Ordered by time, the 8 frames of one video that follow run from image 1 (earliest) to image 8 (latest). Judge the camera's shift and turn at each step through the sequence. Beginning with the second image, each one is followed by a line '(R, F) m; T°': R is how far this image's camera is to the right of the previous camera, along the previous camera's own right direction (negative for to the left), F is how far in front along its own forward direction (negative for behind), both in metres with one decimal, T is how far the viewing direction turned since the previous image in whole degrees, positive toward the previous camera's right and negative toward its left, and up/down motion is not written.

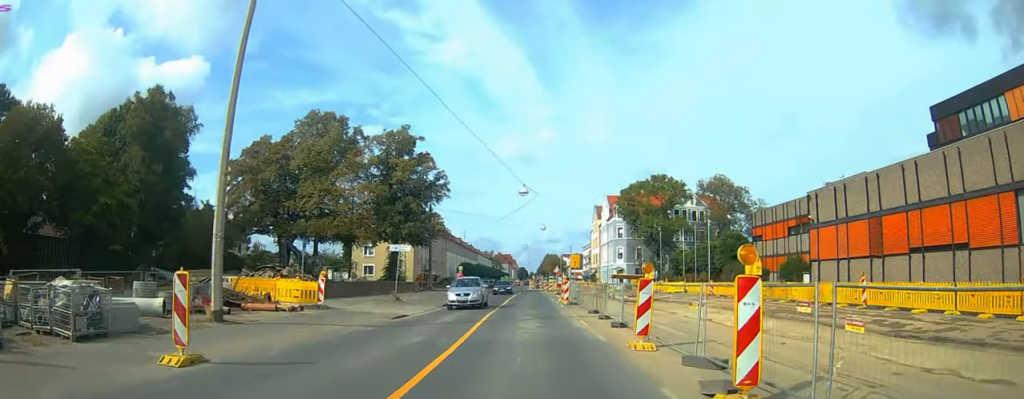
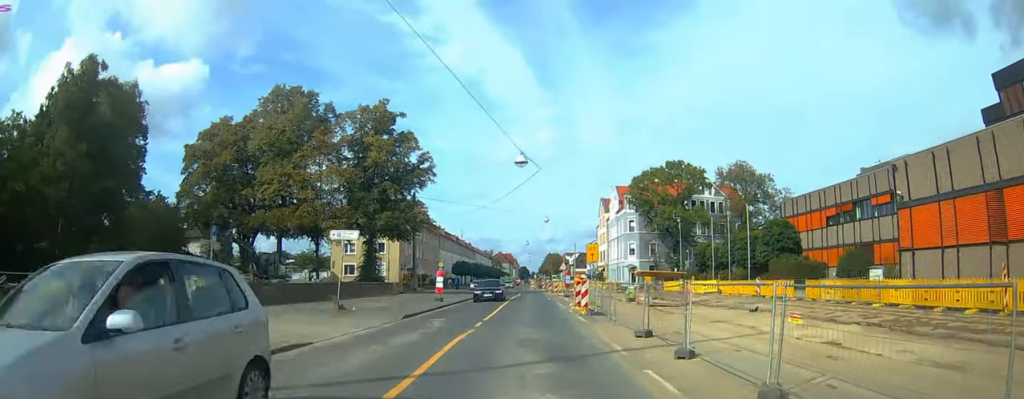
(0.0, +9.5) m; 0°
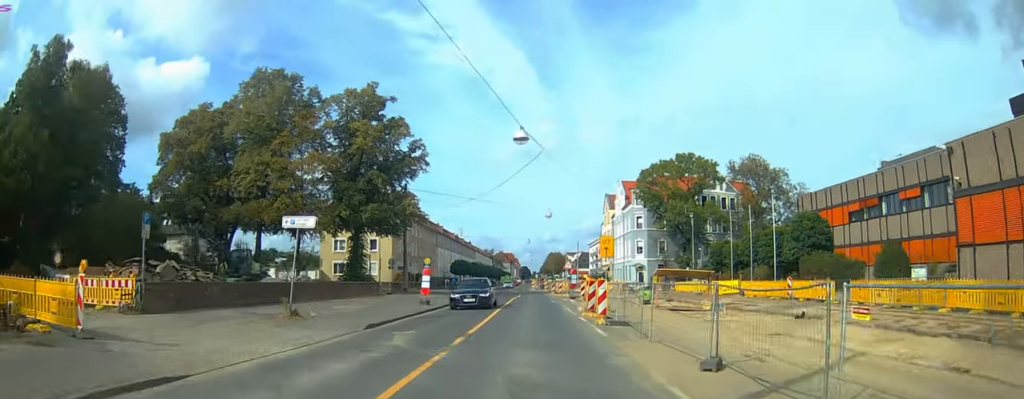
(0.0, +4.5) m; 0°
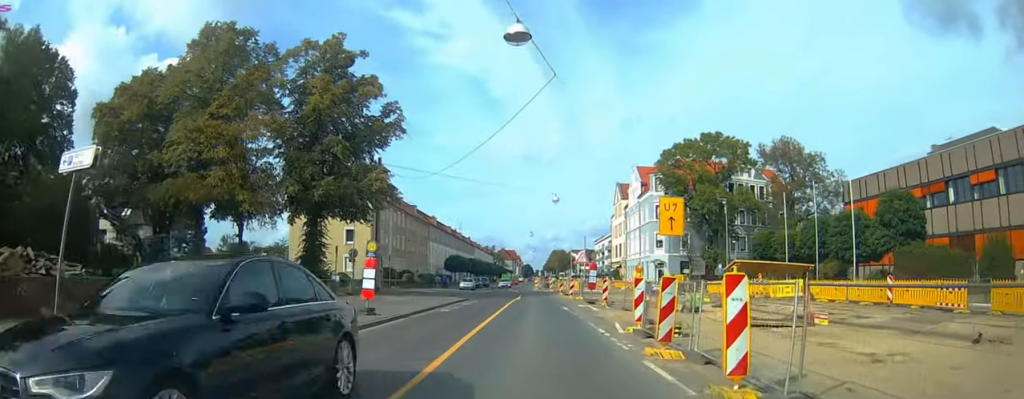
(0.0, +9.8) m; 0°
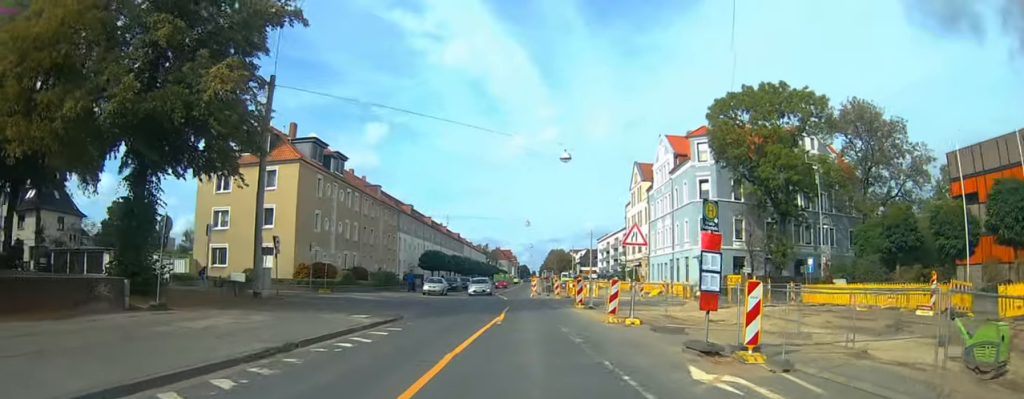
(0.0, +17.2) m; 0°
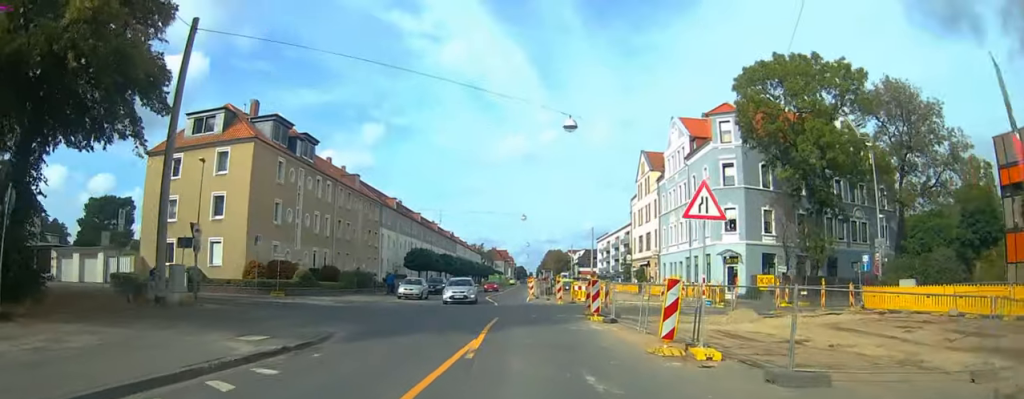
(0.0, +6.4) m; 0°
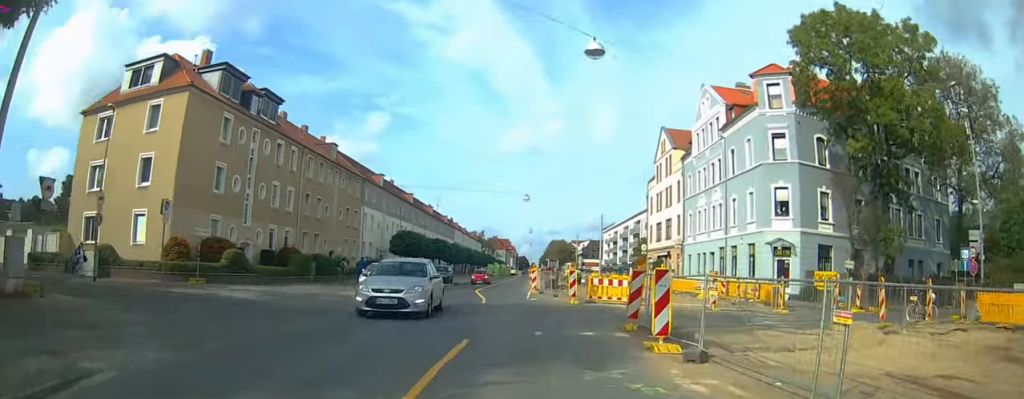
(0.0, +7.7) m; 0°
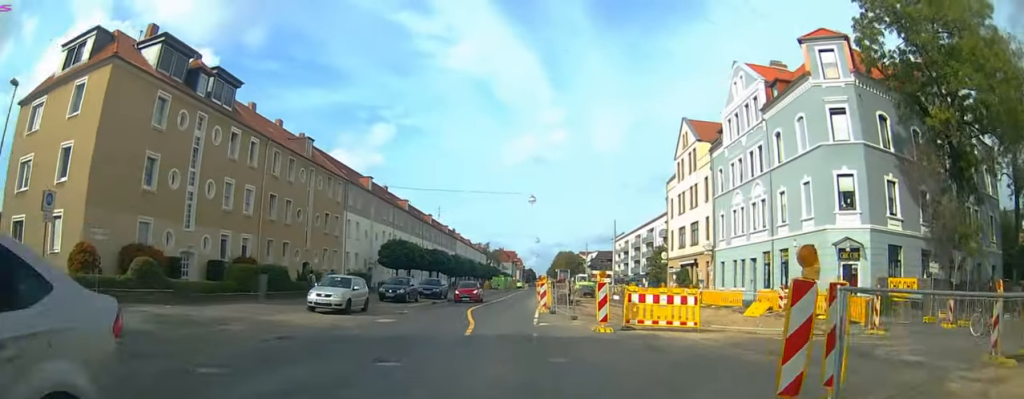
(0.0, +6.7) m; 0°
